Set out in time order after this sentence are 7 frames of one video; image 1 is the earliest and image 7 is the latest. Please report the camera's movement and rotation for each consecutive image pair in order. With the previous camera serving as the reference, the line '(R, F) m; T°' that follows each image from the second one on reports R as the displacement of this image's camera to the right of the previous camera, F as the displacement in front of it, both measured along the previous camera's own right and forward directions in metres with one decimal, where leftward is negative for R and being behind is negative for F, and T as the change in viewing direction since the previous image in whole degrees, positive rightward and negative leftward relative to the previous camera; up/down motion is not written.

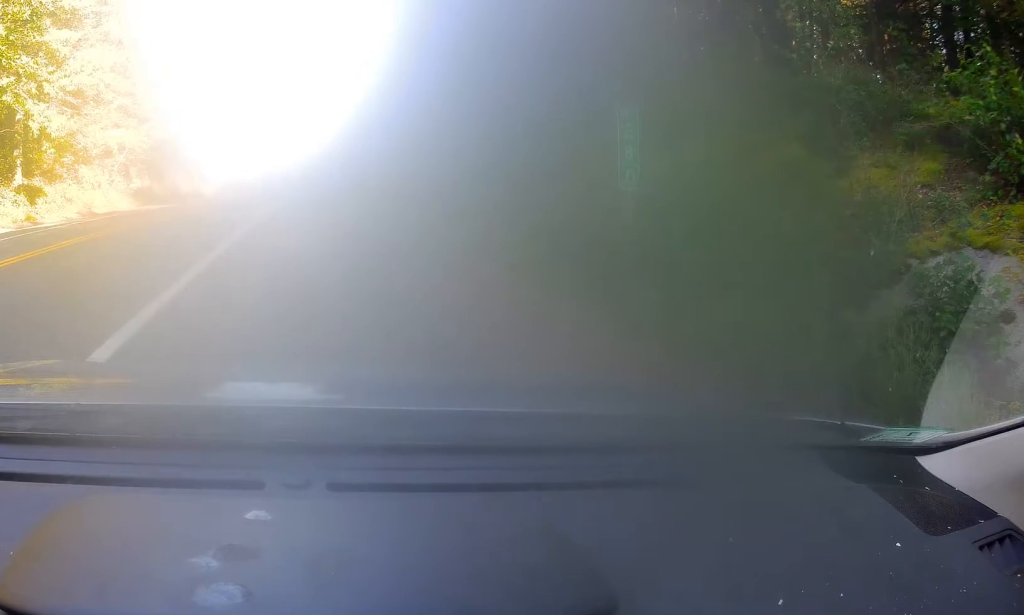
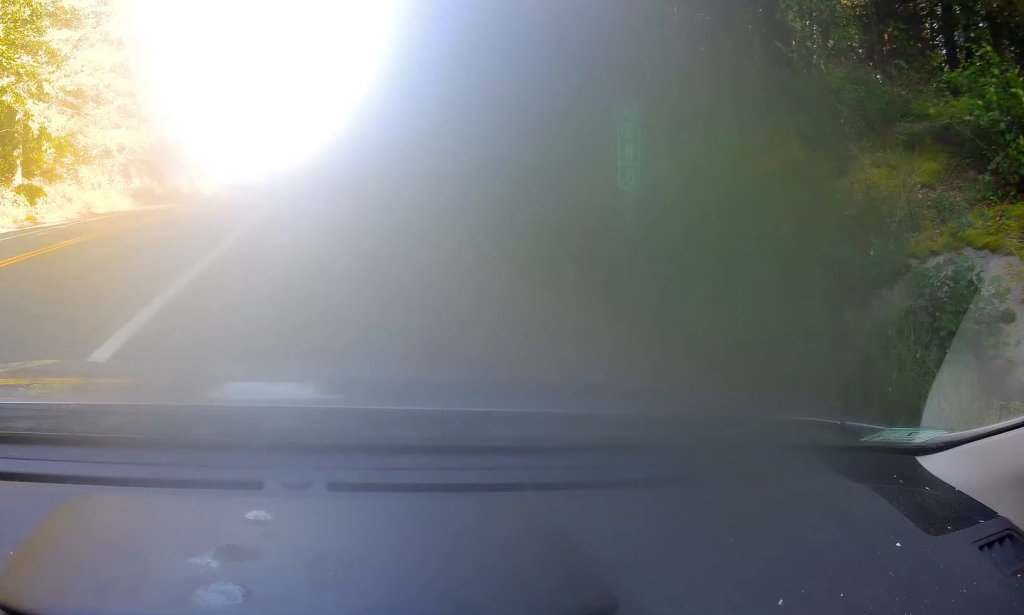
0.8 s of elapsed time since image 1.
(0.0, 0.0) m; 0°
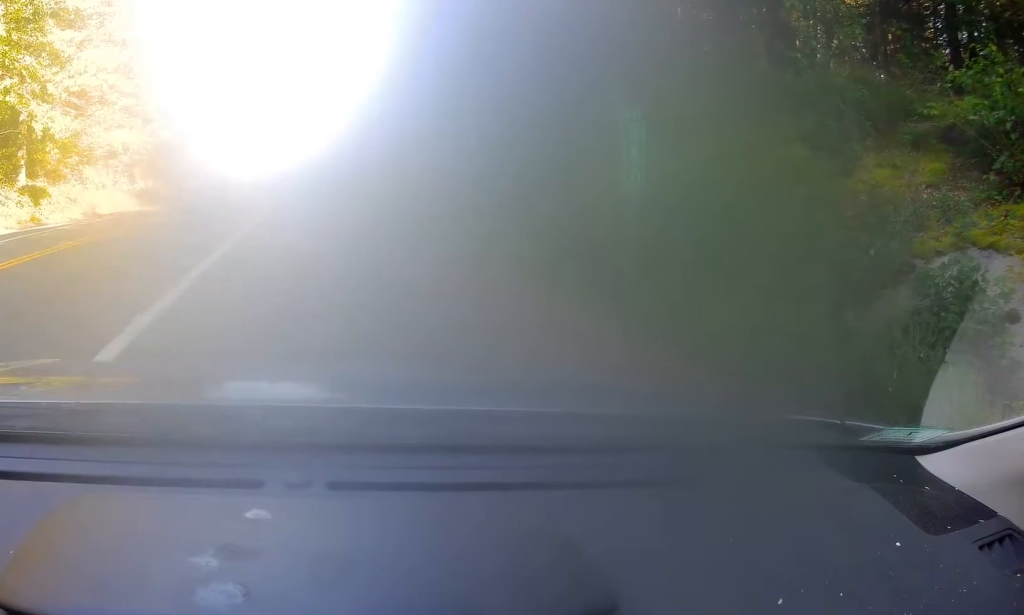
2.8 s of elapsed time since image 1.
(0.0, 0.0) m; 0°
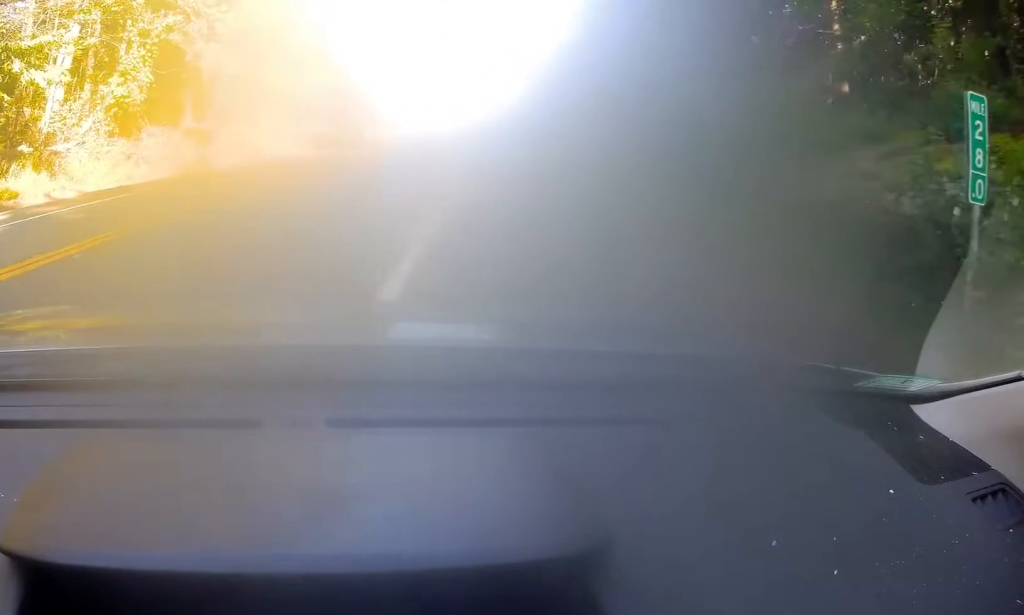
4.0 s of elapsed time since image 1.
(0.0, +0.4) m; 0°
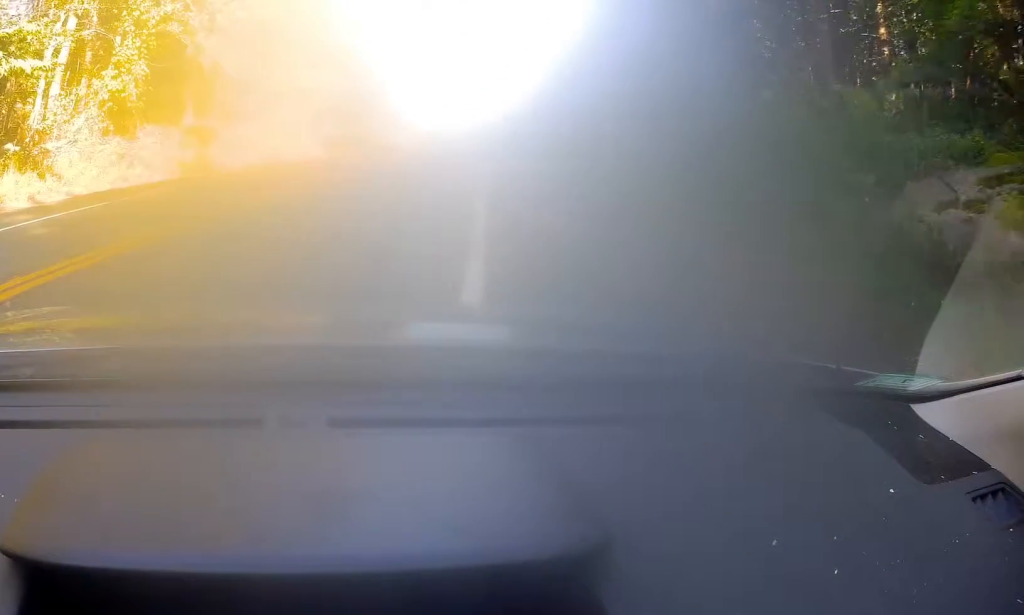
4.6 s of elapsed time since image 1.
(+0.1, +0.5) m; 0°
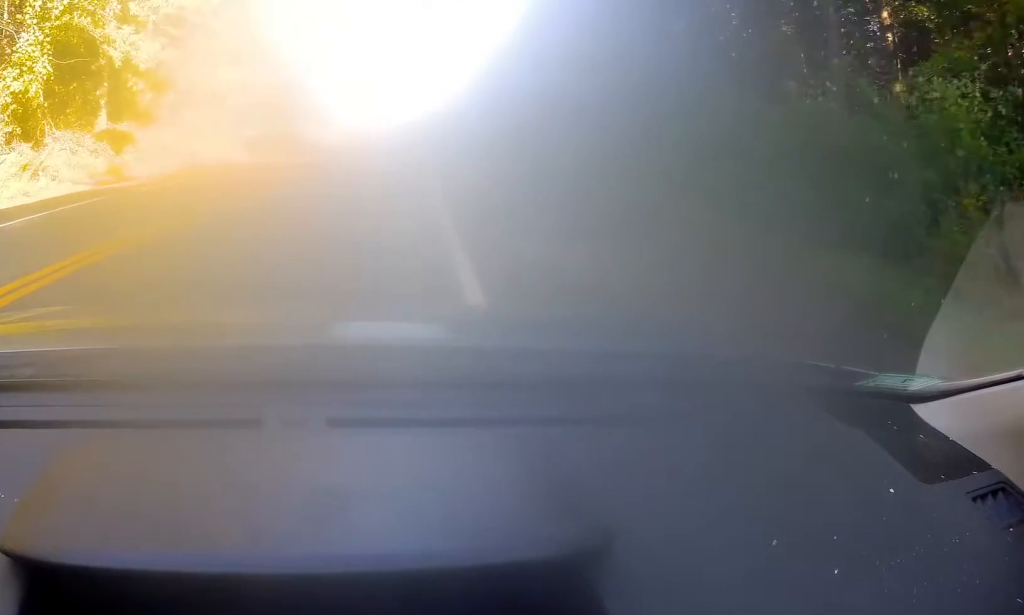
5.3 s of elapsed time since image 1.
(0.0, +1.4) m; -5°
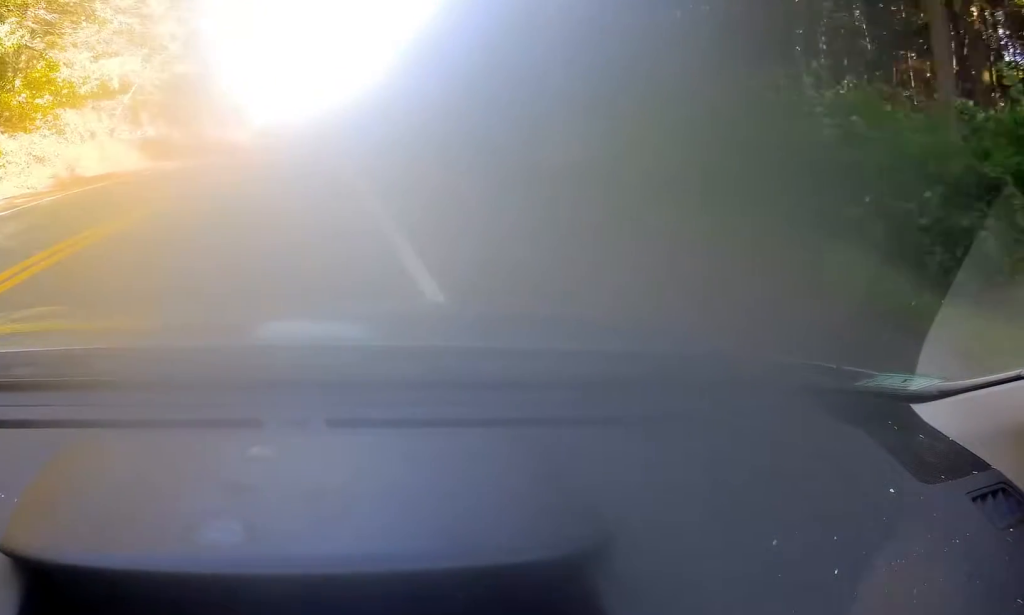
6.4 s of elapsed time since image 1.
(-0.4, +4.0) m; -7°
